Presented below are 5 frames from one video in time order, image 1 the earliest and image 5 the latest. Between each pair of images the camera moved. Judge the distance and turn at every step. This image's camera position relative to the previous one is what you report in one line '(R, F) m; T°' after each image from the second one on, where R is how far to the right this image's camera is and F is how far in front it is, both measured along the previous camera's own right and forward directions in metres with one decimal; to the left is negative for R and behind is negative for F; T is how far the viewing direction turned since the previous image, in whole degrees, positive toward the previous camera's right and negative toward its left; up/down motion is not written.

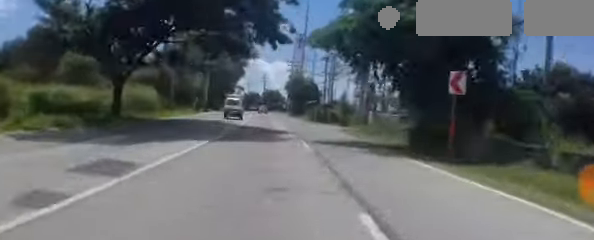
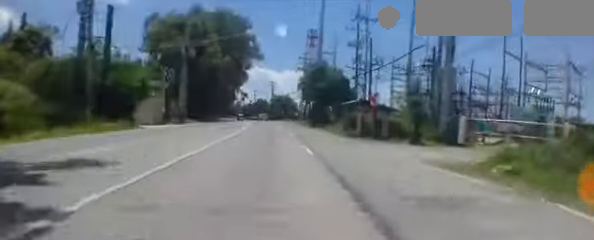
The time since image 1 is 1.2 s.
(+0.1, +19.7) m; -2°
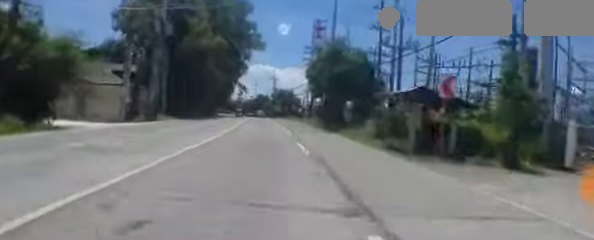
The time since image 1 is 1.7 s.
(+0.1, +8.7) m; -2°
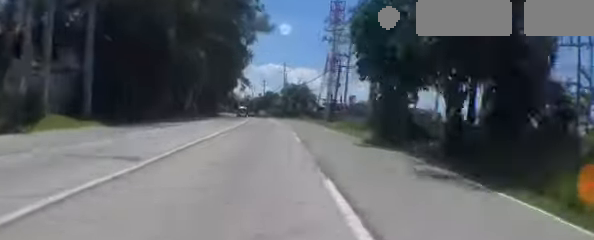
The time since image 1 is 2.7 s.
(-0.9, +15.7) m; -3°
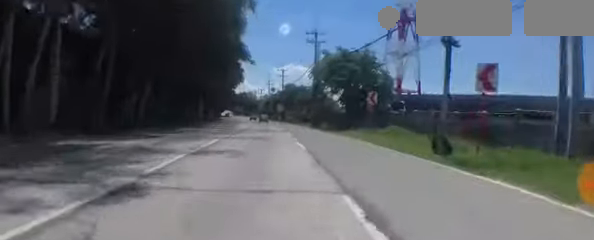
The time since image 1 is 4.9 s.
(-1.3, +37.5) m; -3°
